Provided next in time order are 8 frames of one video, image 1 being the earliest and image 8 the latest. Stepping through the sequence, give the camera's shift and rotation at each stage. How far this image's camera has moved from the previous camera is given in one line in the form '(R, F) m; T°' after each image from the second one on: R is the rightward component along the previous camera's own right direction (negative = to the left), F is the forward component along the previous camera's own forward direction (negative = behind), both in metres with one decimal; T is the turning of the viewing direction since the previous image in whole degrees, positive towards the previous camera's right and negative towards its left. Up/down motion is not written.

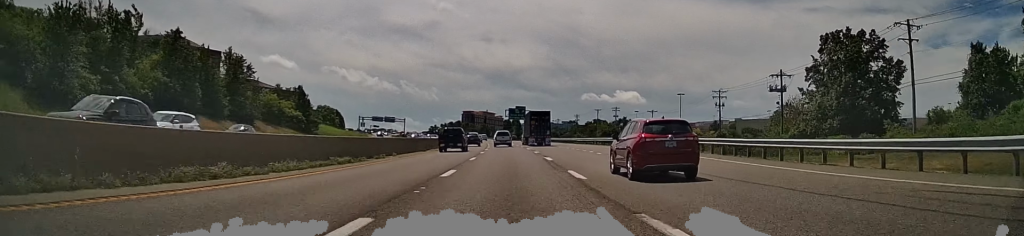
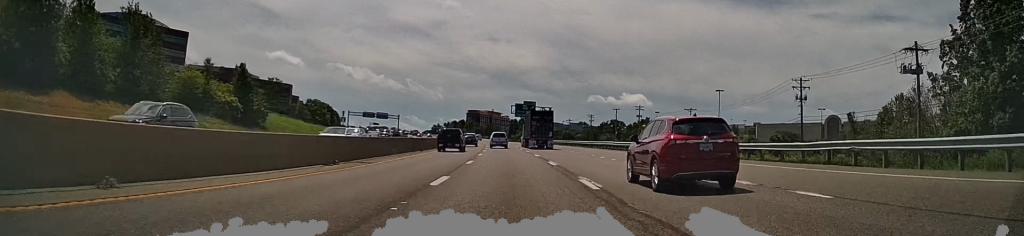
(+0.8, +27.3) m; 0°
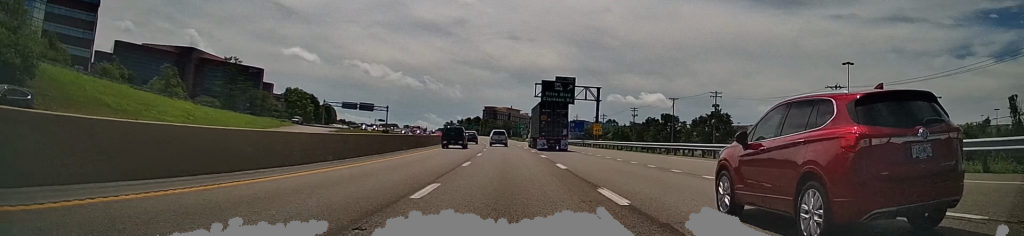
(-1.8, +51.9) m; -2°
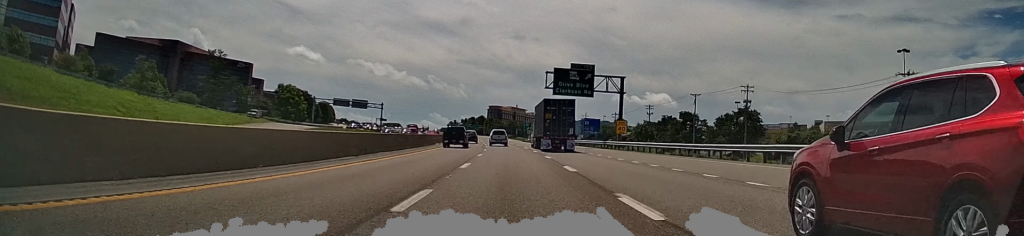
(+0.1, +14.1) m; 0°
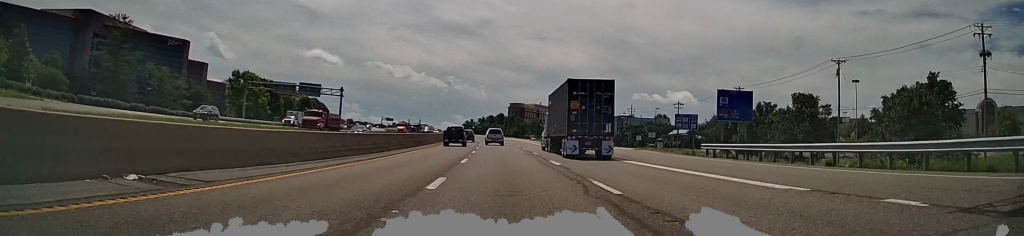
(-1.0, +57.0) m; -2°
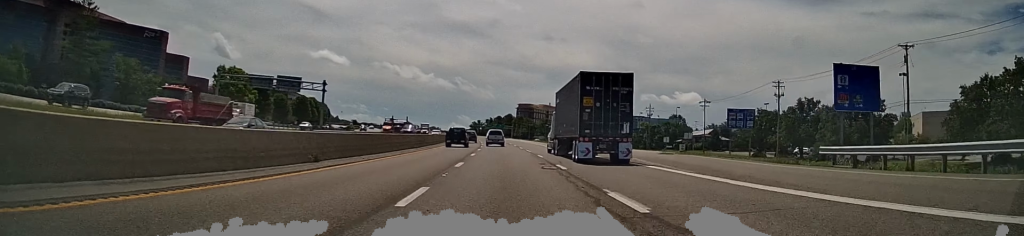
(-0.2, +15.3) m; 0°
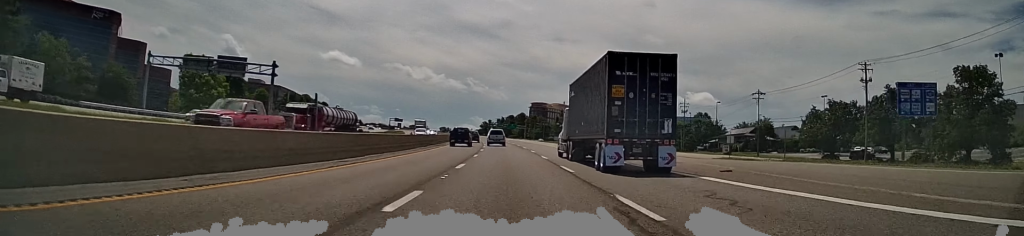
(+0.4, +25.7) m; -1°
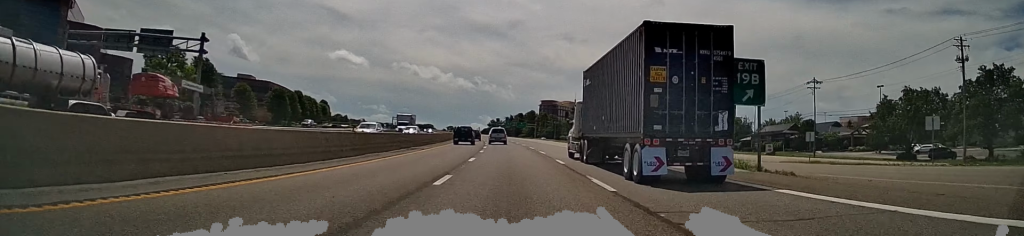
(-0.6, +19.9) m; -1°
